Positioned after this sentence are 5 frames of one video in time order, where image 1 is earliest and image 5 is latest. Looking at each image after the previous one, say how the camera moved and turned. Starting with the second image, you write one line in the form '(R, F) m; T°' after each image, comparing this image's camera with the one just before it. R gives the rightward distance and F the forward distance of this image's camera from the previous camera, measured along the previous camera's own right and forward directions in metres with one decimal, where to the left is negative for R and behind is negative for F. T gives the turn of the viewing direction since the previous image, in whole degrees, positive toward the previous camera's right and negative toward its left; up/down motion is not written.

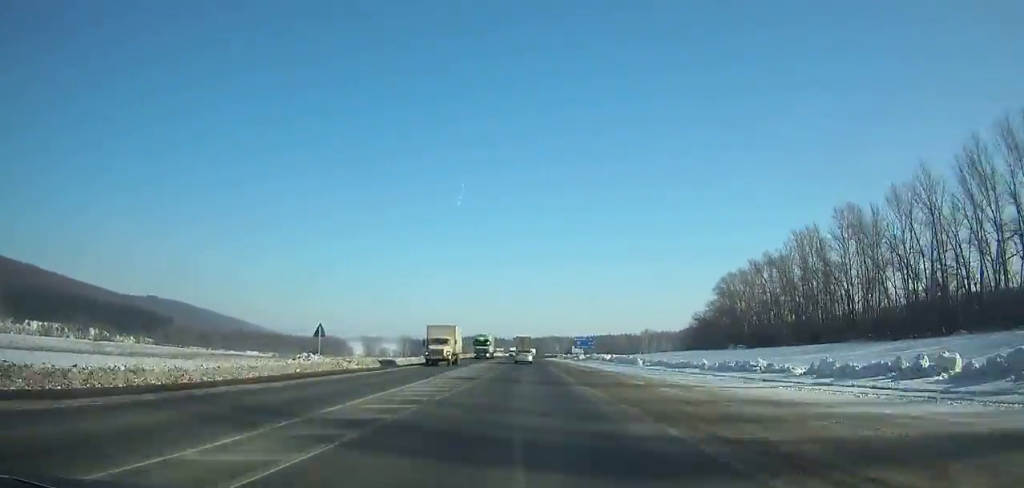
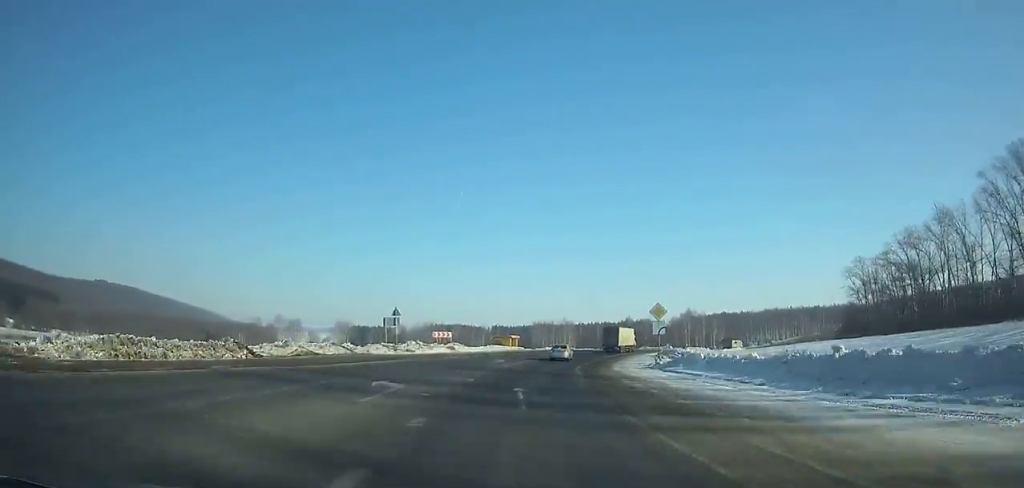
(+2.4, +135.2) m; +7°
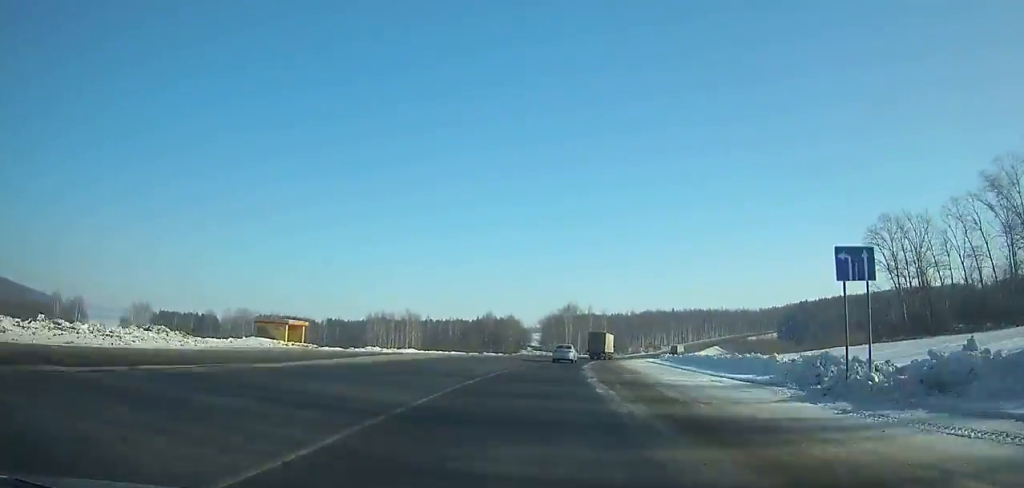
(+6.2, +65.0) m; +12°
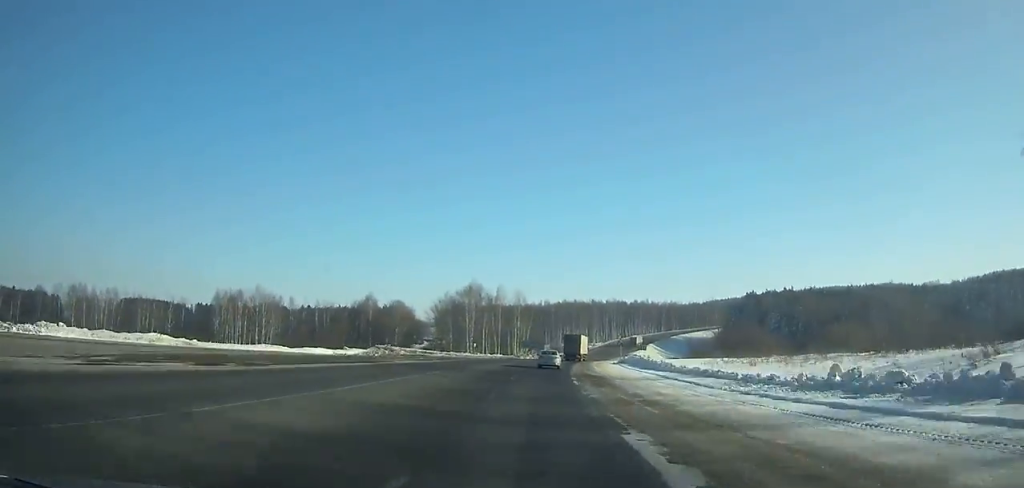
(+5.8, +55.2) m; +9°
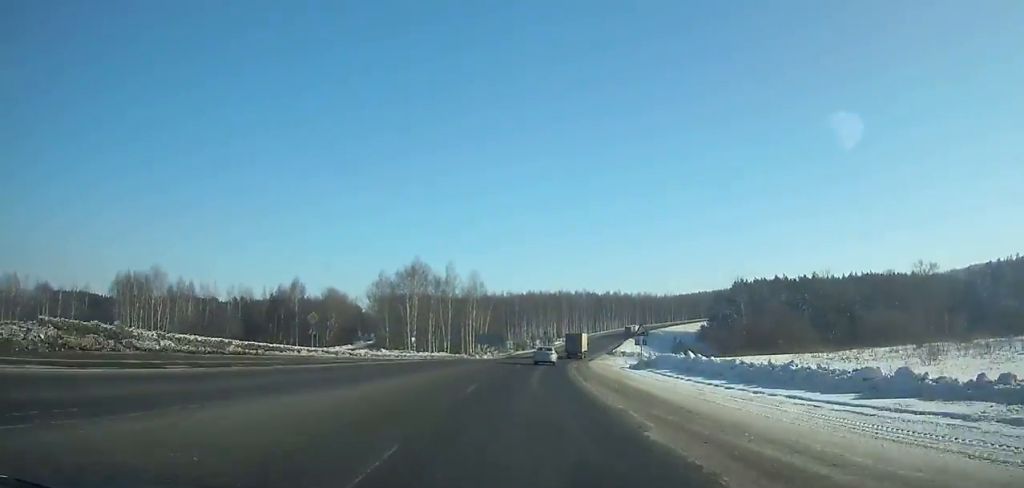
(+2.0, +33.8) m; +4°
